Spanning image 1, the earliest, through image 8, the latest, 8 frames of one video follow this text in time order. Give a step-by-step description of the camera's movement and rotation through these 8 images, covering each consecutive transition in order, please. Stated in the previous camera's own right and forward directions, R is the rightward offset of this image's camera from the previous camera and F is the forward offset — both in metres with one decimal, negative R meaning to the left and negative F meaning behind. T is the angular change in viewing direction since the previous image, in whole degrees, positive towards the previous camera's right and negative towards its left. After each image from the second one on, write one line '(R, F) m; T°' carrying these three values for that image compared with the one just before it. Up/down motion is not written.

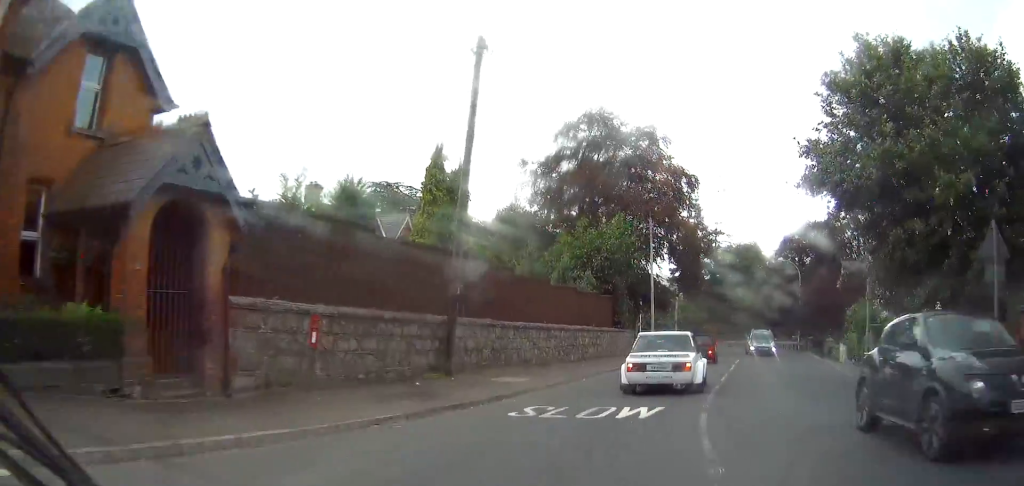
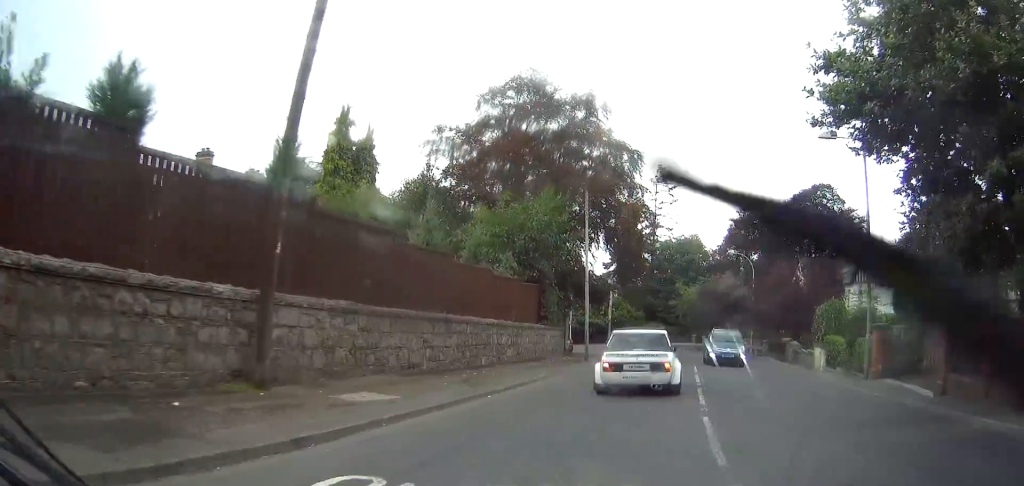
(+0.3, +6.6) m; +5°
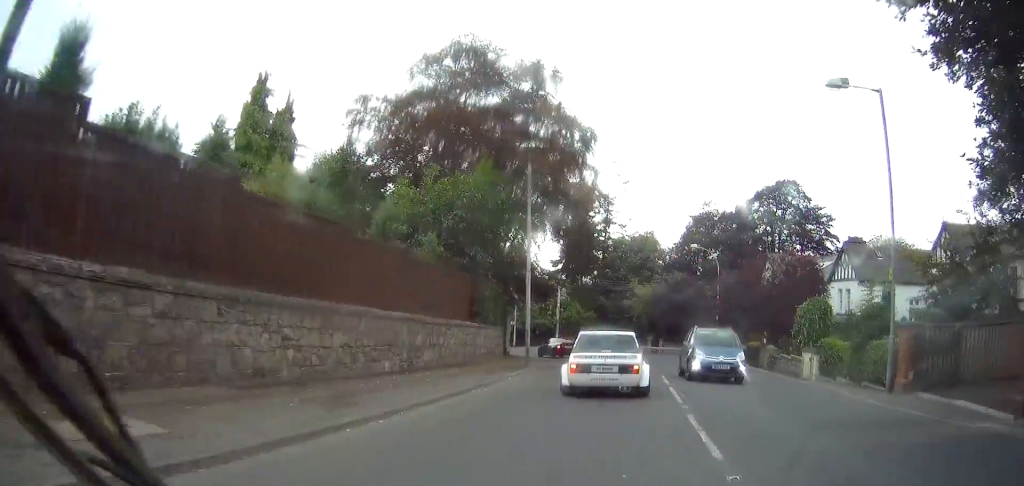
(+0.2, +5.4) m; +2°
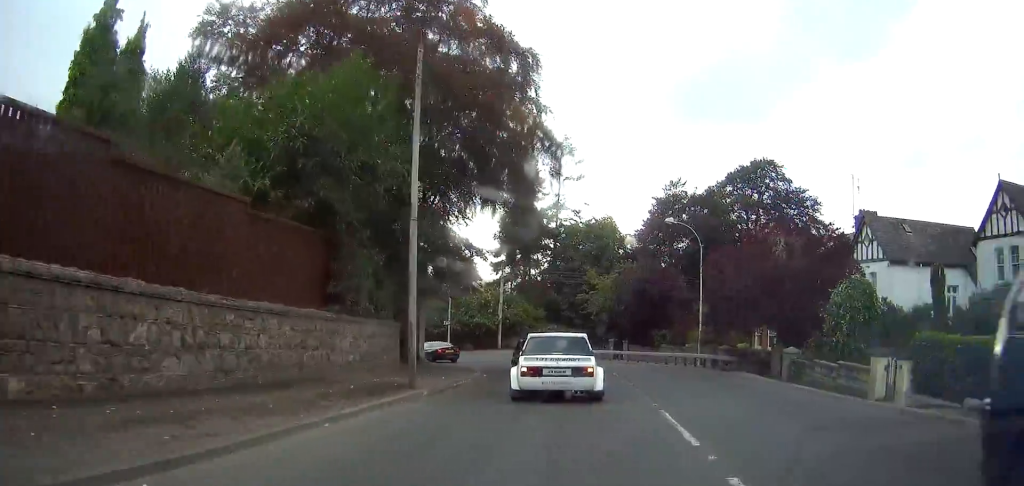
(+0.3, +11.2) m; +2°
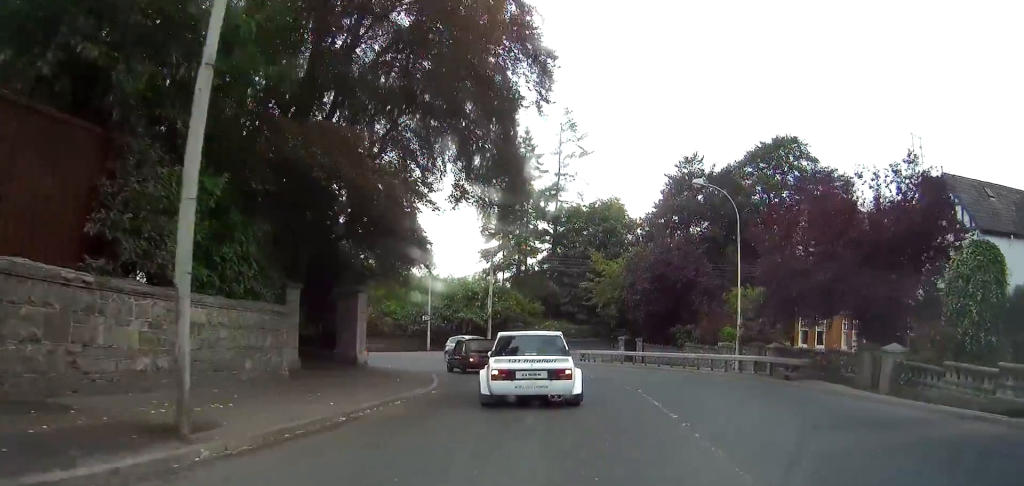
(0.0, +8.9) m; -2°
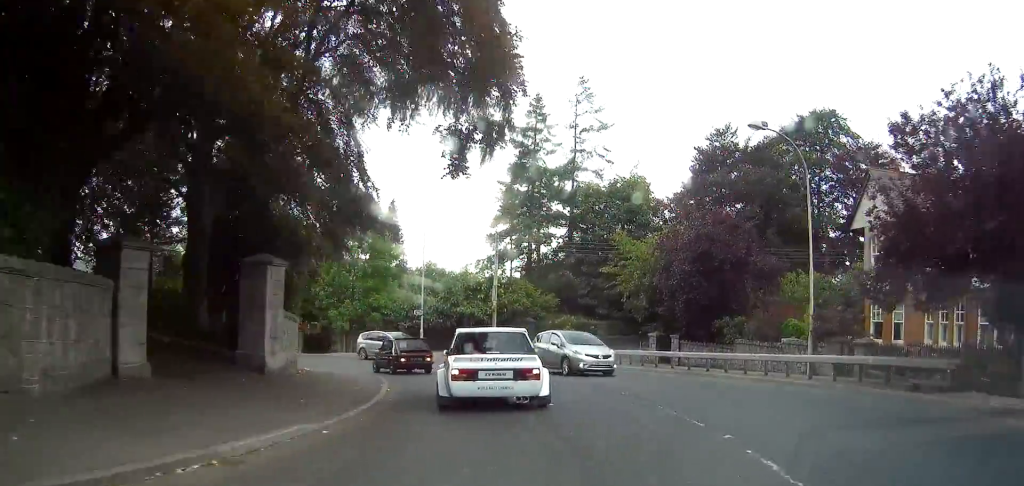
(-0.3, +7.4) m; -6°
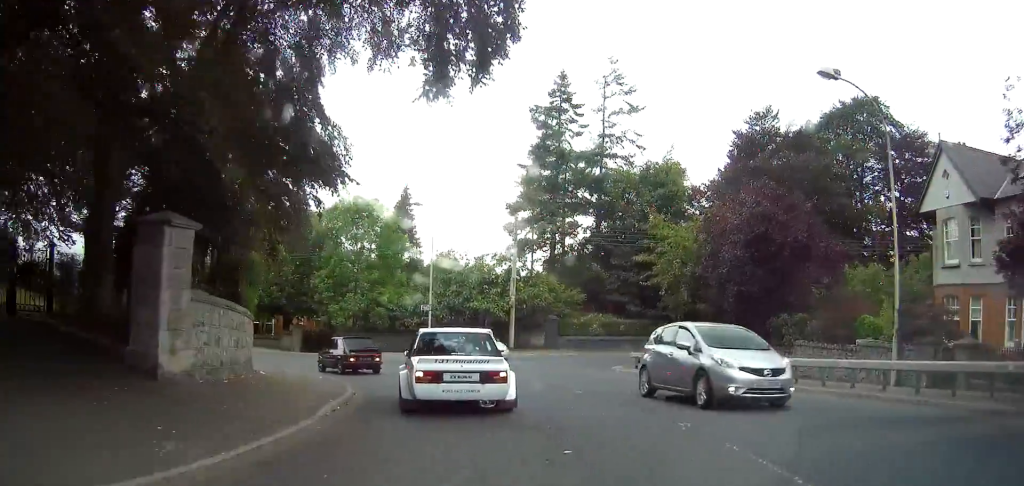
(-0.1, +4.8) m; -5°
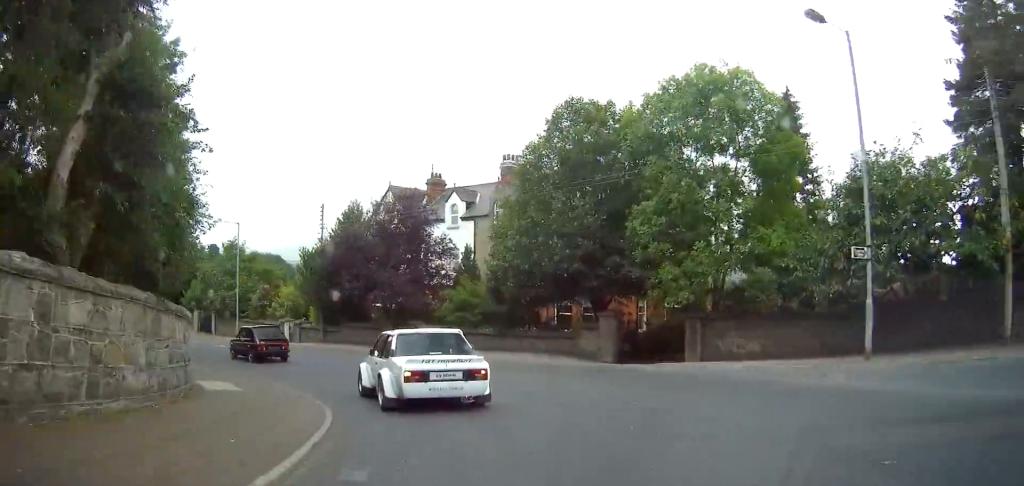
(-6.0, +20.8) m; -30°
